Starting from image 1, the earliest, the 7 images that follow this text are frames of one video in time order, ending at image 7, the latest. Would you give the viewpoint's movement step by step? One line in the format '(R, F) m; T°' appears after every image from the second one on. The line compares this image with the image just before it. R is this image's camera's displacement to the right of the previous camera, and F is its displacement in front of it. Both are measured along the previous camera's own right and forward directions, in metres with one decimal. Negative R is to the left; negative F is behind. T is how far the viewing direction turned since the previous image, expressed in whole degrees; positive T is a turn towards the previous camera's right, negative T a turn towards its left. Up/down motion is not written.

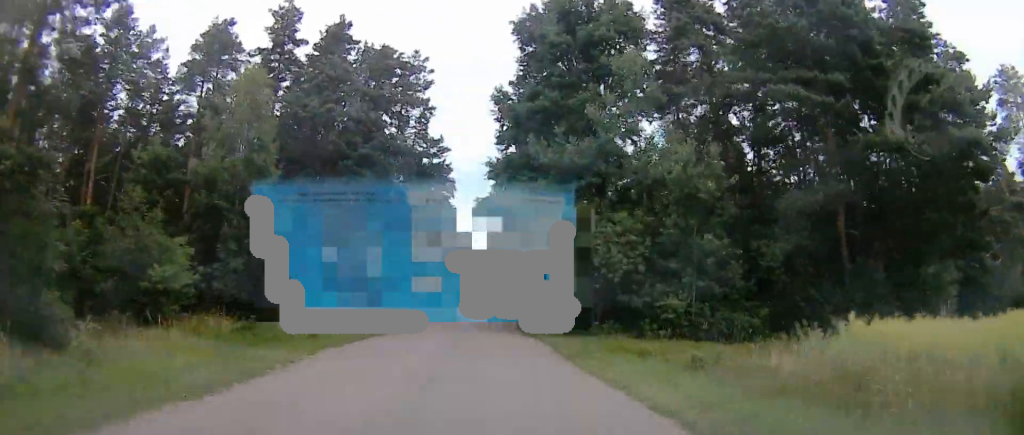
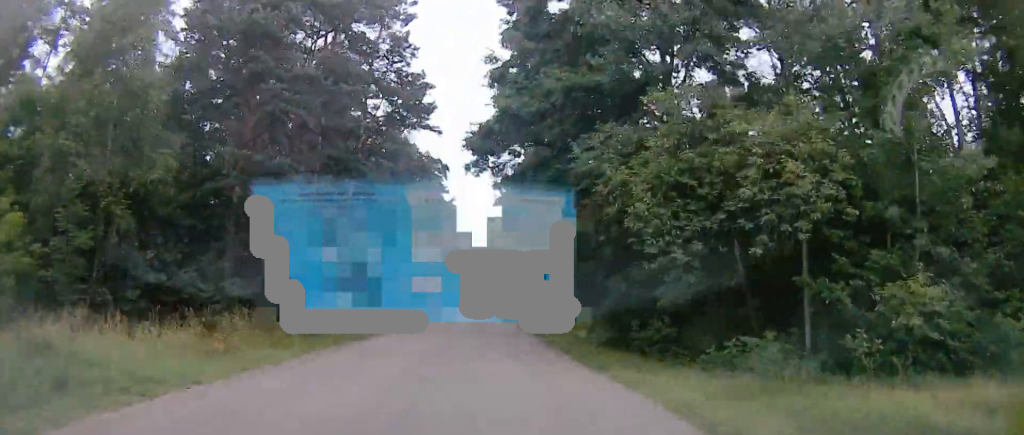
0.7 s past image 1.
(0.0, +12.6) m; -1°
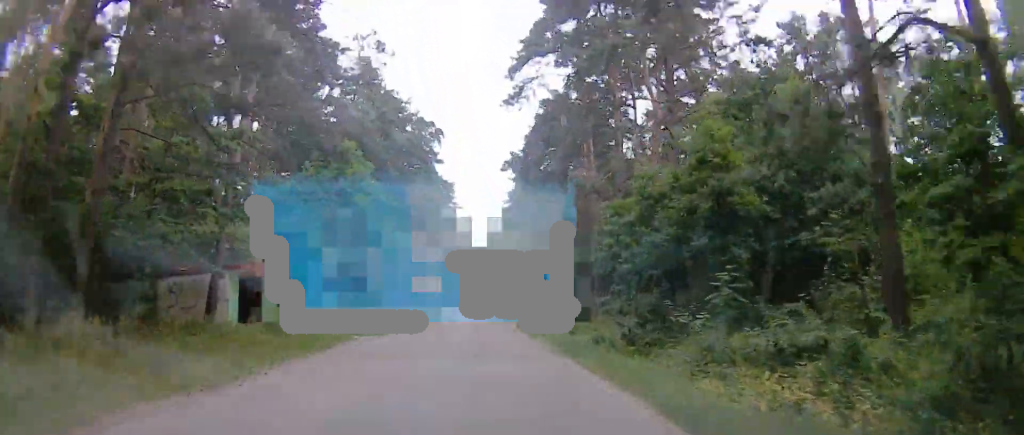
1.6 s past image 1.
(-0.2, +15.8) m; -2°
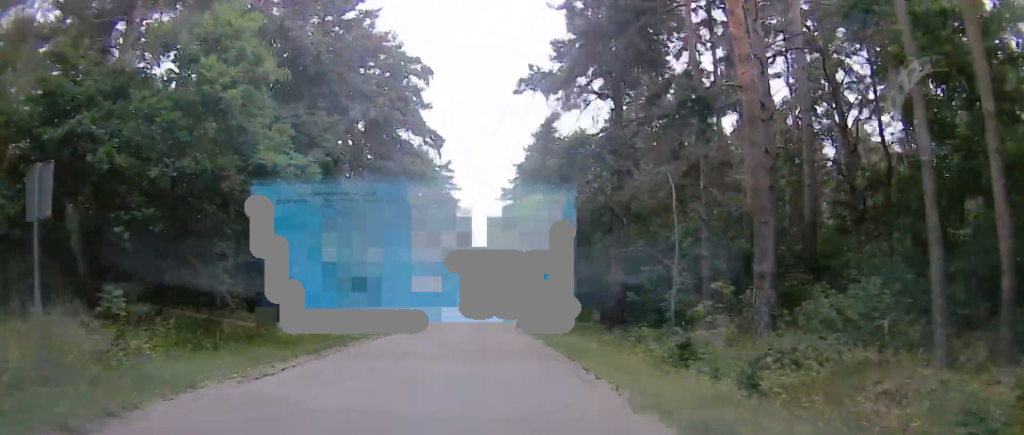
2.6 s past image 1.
(-0.3, +15.9) m; -1°
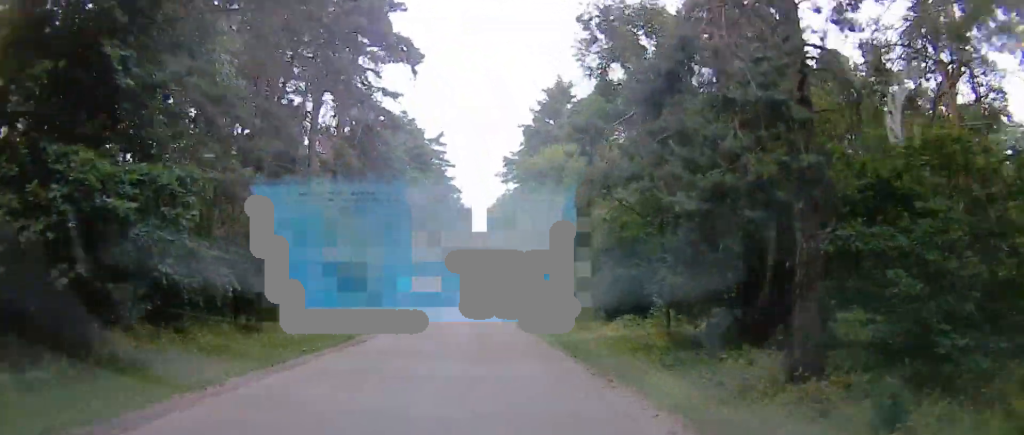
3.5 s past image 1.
(-0.1, +15.1) m; +1°
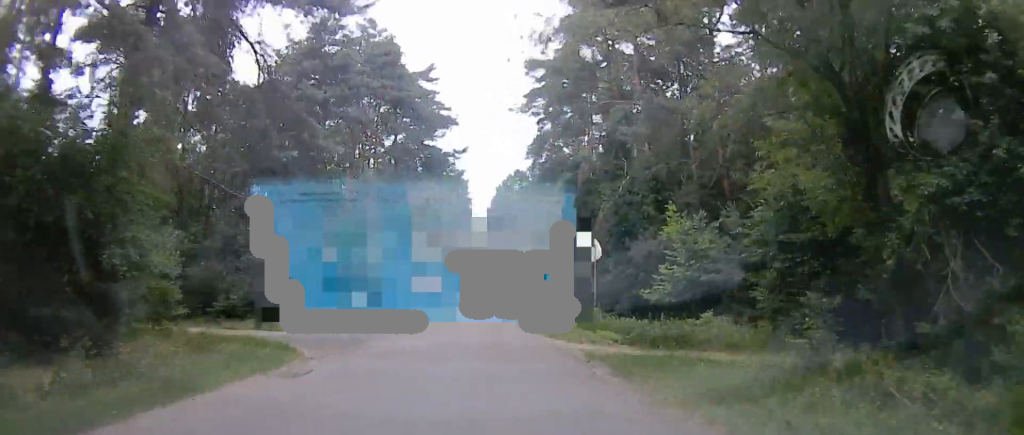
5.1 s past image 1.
(+0.4, +28.6) m; +1°
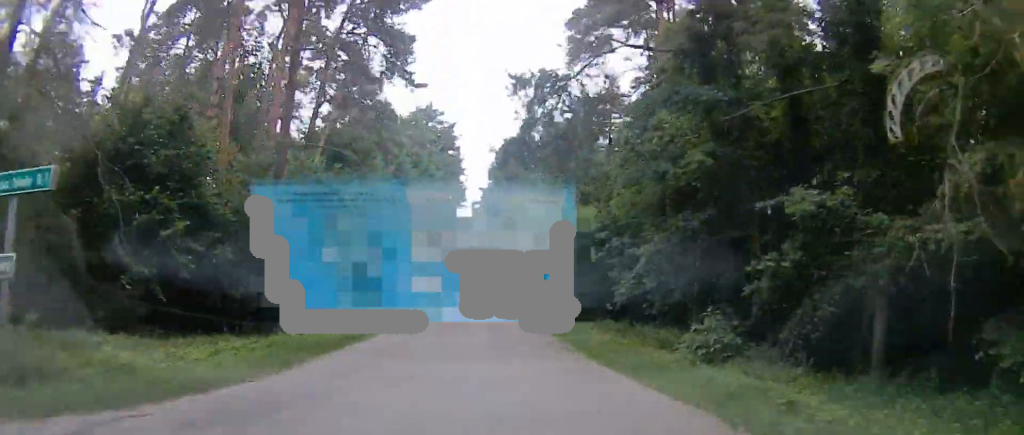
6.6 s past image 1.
(-0.3, +28.0) m; 0°
